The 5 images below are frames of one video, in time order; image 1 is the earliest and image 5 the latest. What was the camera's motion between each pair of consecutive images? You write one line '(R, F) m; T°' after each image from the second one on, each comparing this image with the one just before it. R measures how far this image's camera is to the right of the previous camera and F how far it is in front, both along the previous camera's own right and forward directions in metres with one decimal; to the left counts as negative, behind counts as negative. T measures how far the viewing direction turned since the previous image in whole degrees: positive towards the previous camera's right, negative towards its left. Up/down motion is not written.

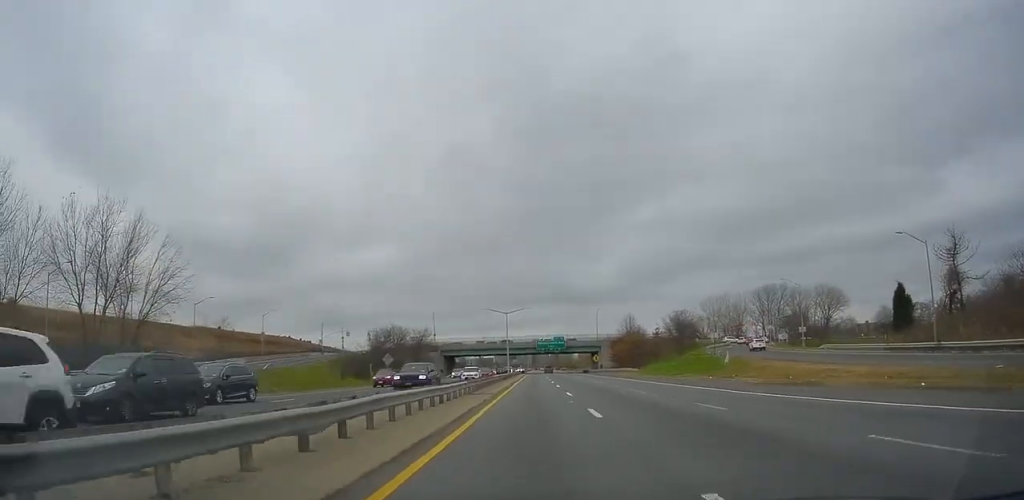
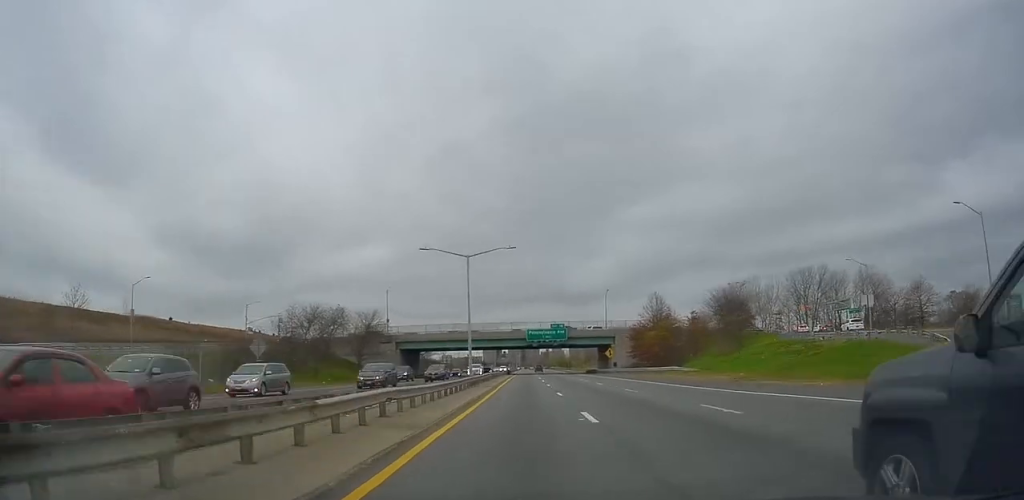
(-0.2, +37.1) m; 0°
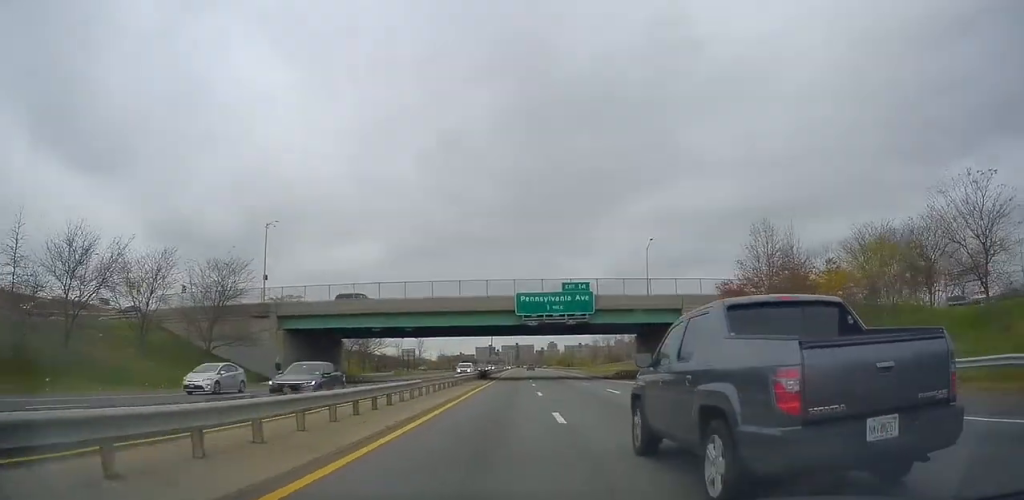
(+0.5, +47.0) m; +1°
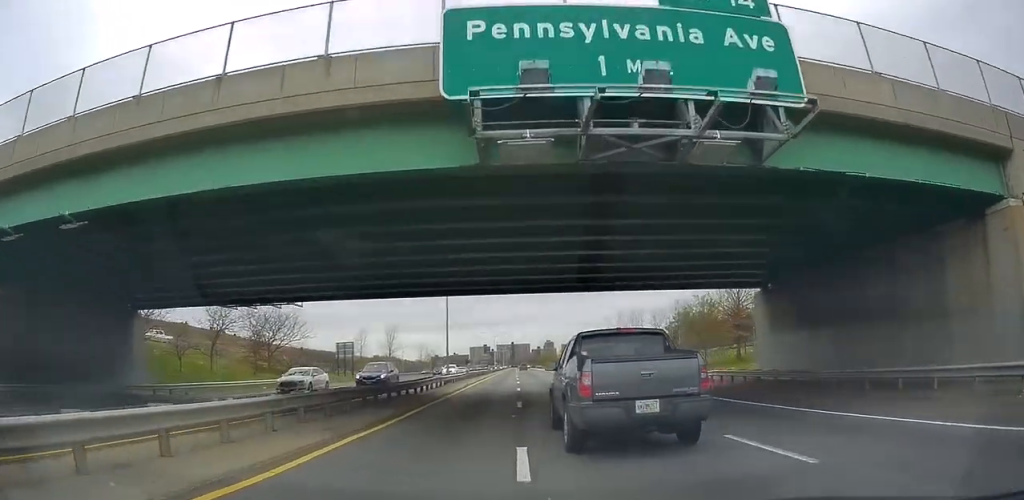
(+0.3, +41.0) m; +1°
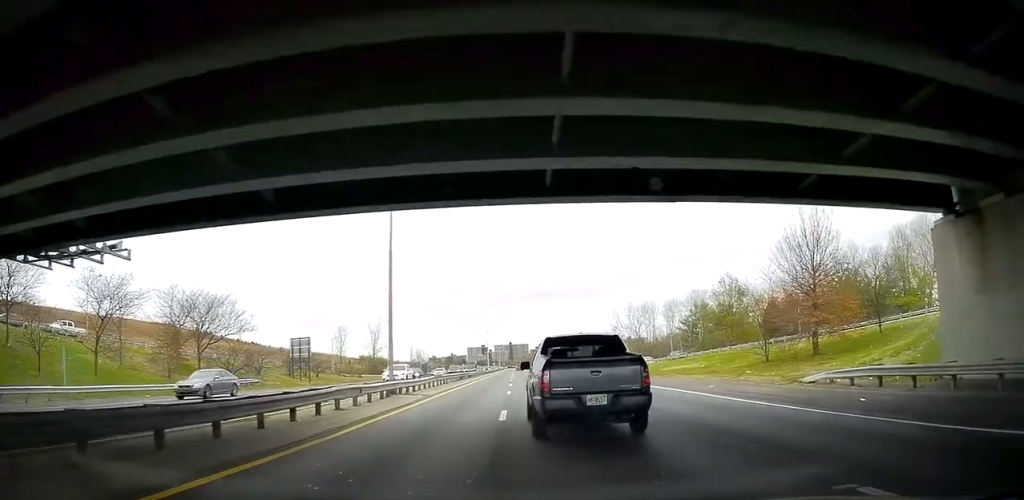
(0.0, +16.6) m; 0°
